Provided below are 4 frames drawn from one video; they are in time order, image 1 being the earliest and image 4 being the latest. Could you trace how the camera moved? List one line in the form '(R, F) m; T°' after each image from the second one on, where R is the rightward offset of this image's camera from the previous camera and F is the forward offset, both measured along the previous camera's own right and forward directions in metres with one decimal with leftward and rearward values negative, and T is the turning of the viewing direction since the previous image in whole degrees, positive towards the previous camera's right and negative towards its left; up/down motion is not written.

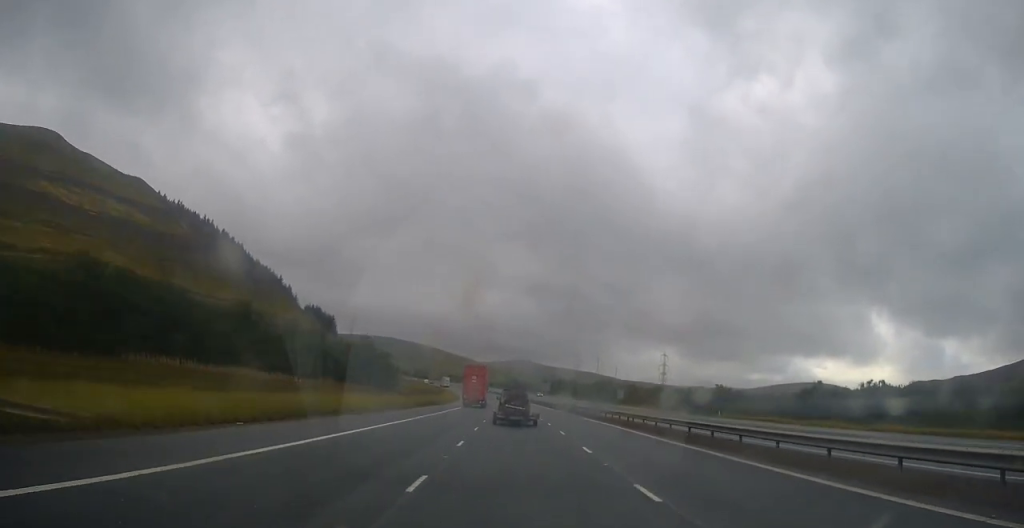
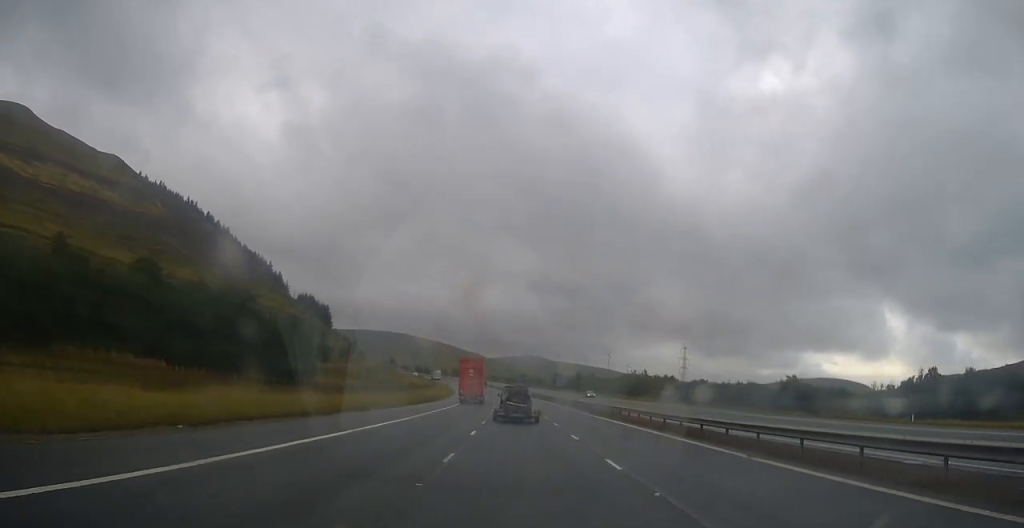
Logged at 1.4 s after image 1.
(0.0, +40.9) m; 0°
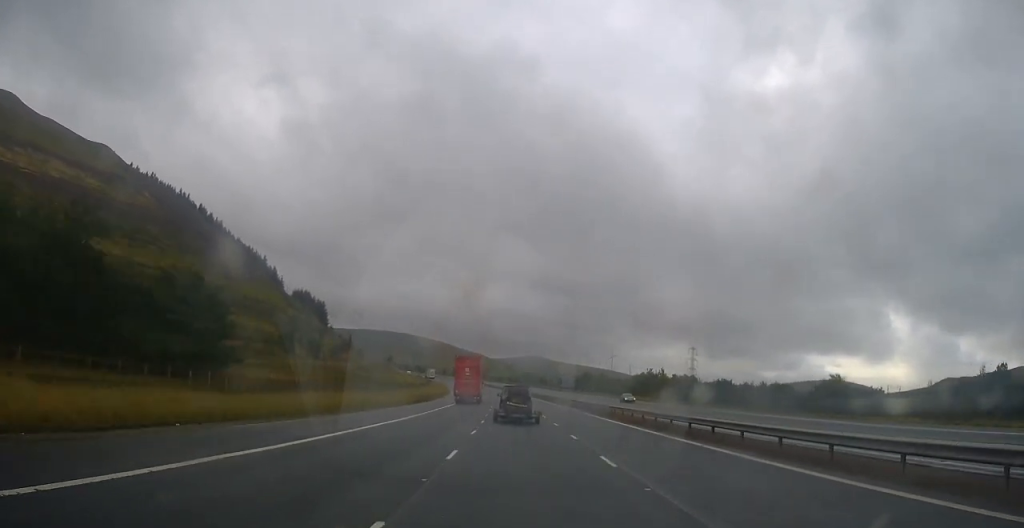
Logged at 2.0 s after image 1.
(+0.1, +17.6) m; 0°
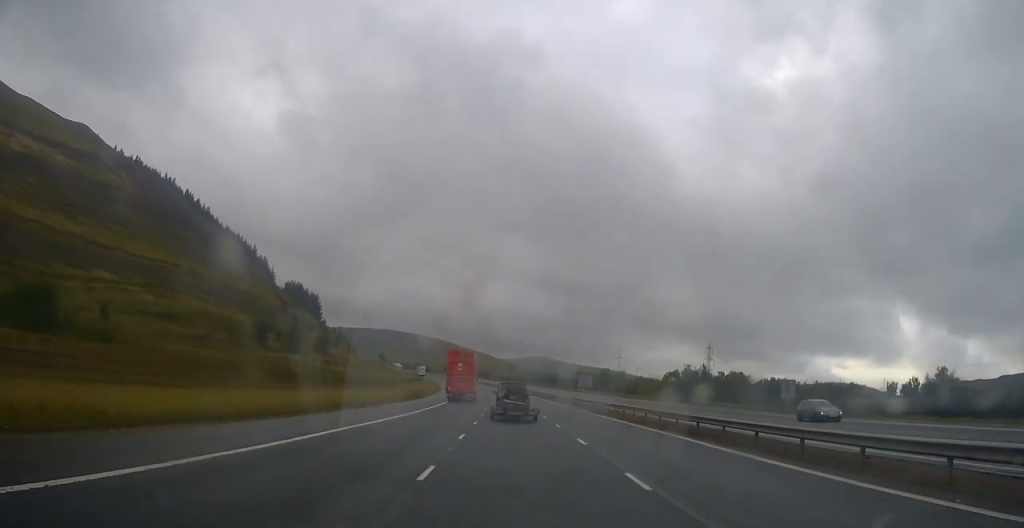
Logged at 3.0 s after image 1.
(-0.2, +30.3) m; 0°
